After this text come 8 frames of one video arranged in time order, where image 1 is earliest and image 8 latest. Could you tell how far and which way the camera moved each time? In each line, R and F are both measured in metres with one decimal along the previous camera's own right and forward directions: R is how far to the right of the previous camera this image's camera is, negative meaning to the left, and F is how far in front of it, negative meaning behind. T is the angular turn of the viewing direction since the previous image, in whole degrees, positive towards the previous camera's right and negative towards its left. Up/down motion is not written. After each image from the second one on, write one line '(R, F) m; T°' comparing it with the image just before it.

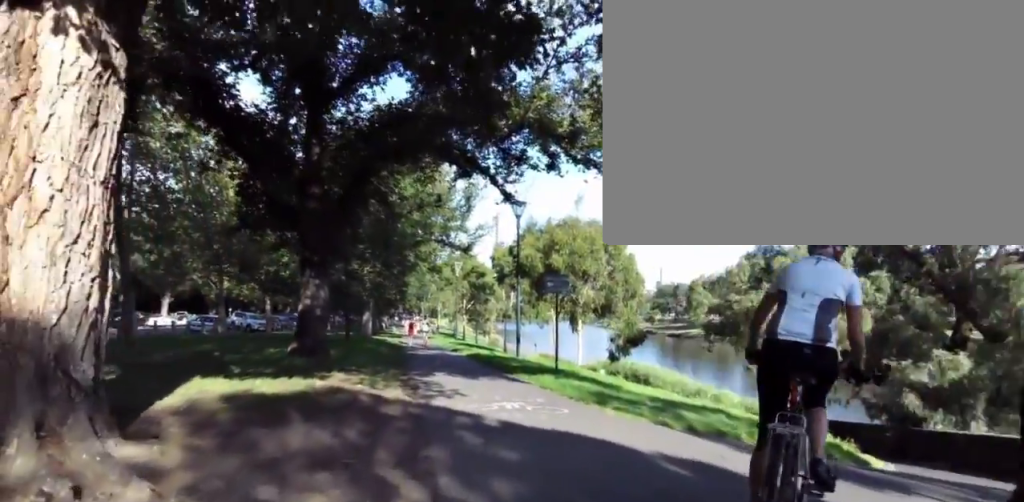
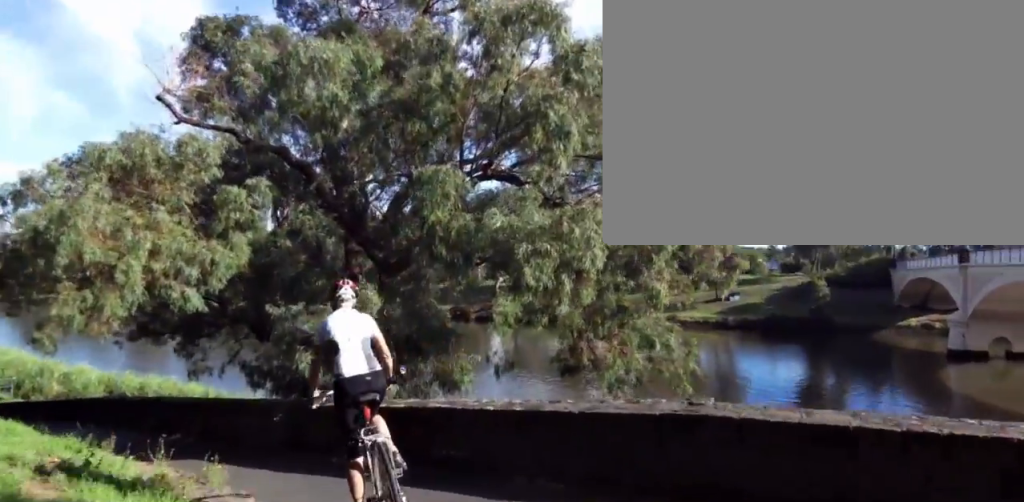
(+0.5, +8.2) m; +4°
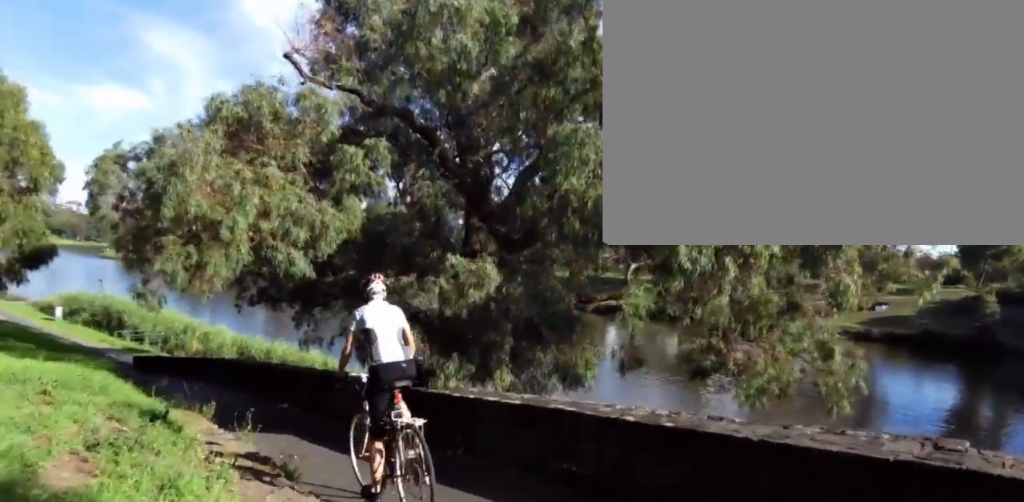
(+0.2, +2.4) m; +4°
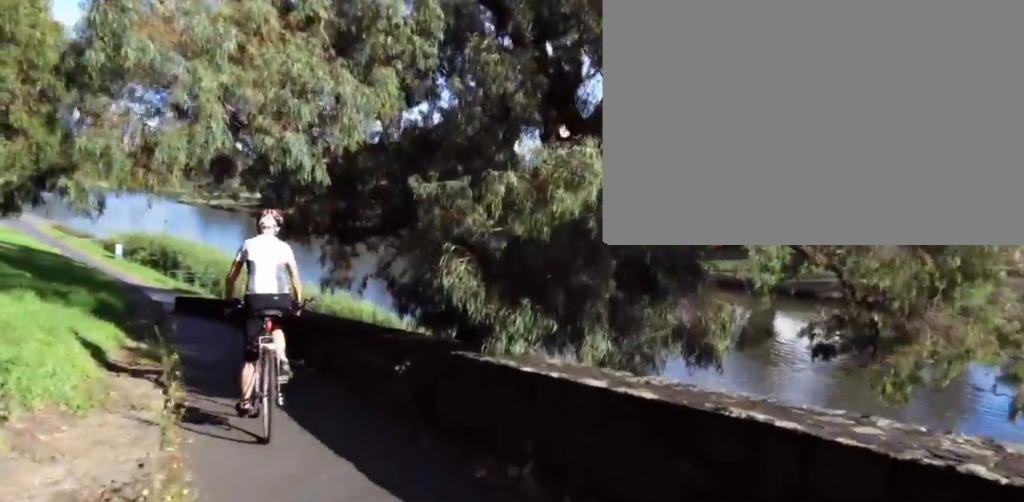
(-0.4, +4.0) m; +1°
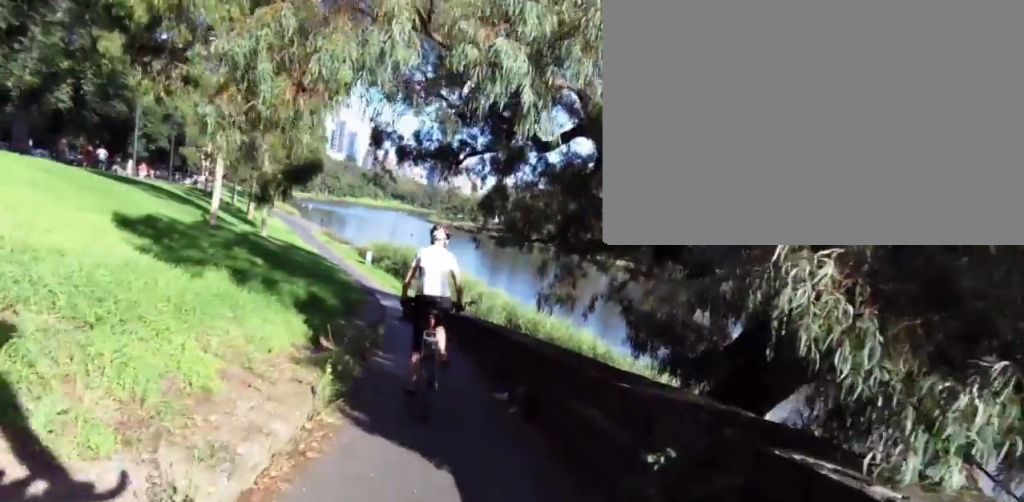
(+0.6, +2.2) m; -8°
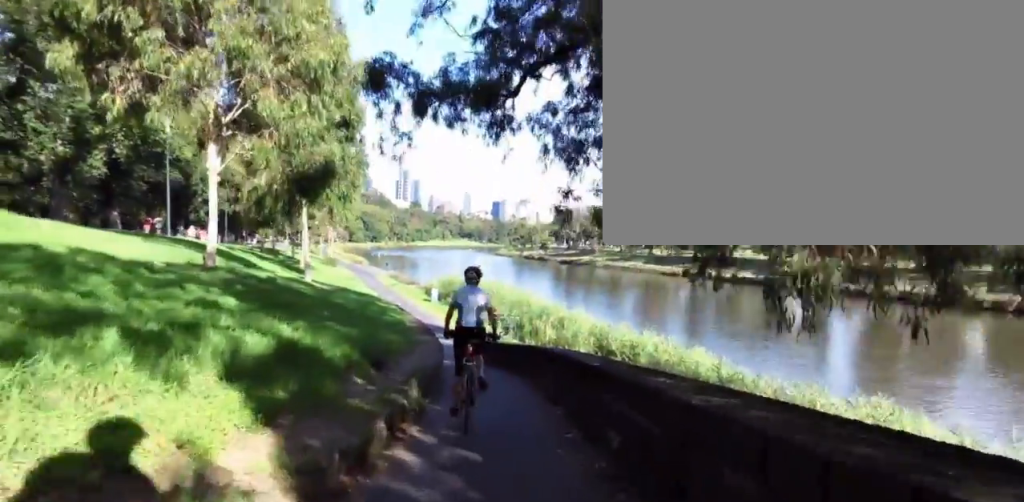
(-0.9, +4.1) m; -17°
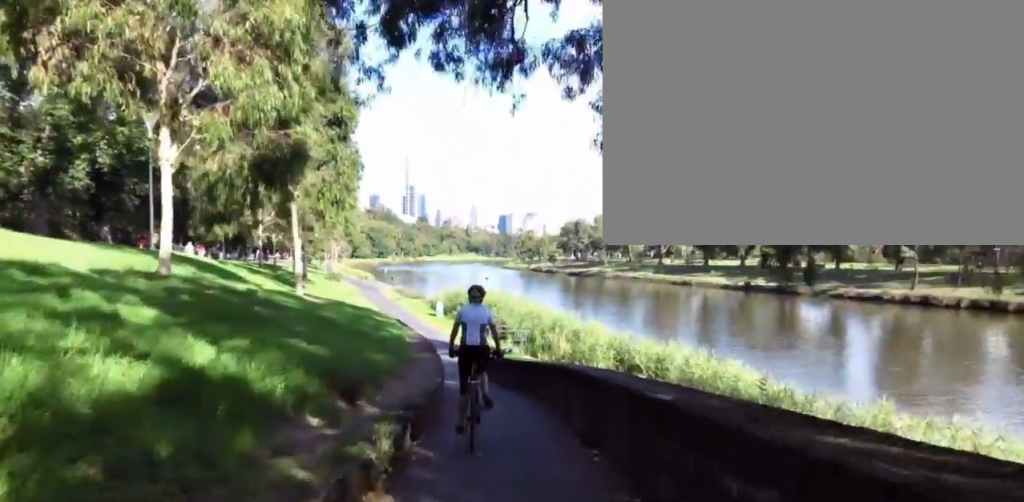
(-0.2, +2.0) m; -6°
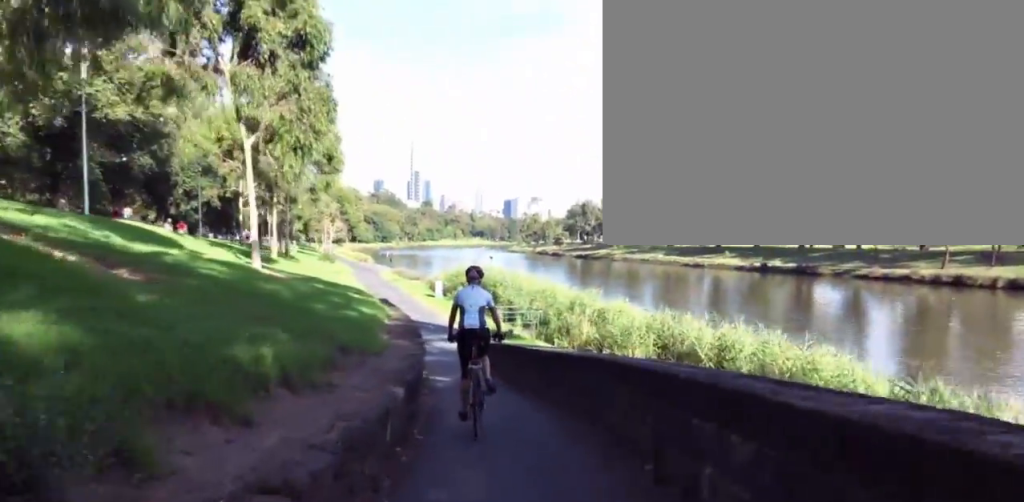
(0.0, +4.6) m; 0°
